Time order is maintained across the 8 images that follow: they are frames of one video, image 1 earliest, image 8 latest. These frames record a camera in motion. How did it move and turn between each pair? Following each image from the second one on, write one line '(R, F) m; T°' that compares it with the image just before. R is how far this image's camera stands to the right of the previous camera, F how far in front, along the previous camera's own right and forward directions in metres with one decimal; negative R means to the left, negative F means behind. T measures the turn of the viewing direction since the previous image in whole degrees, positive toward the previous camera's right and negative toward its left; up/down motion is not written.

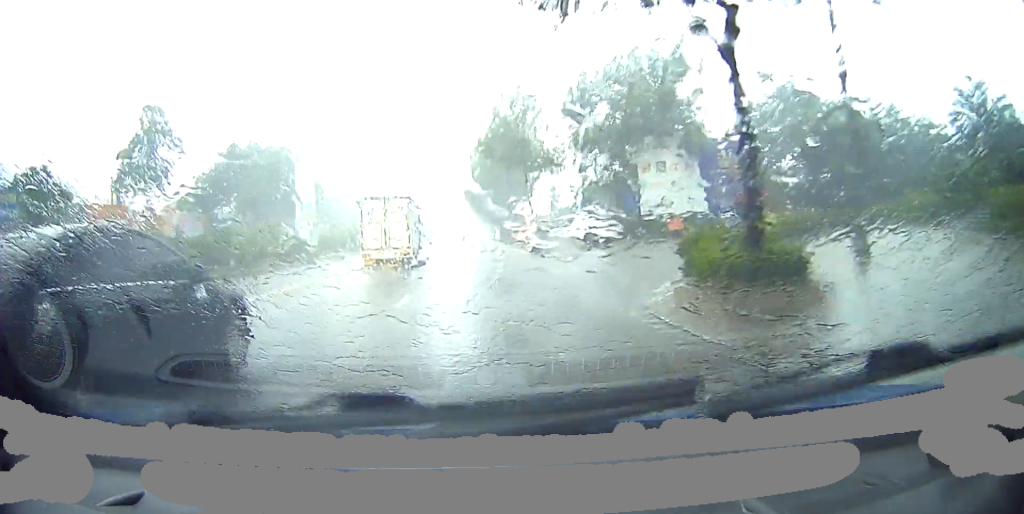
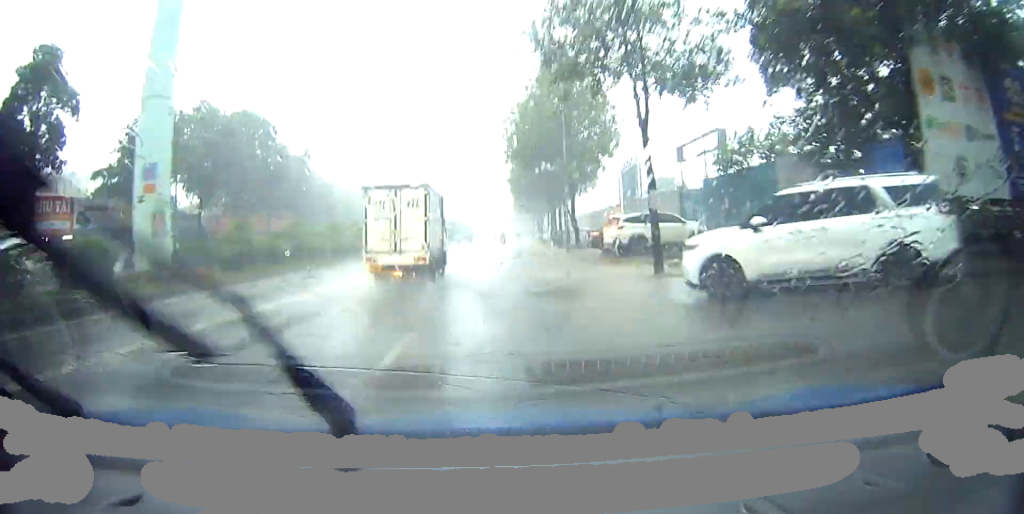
(+0.2, +18.7) m; +2°
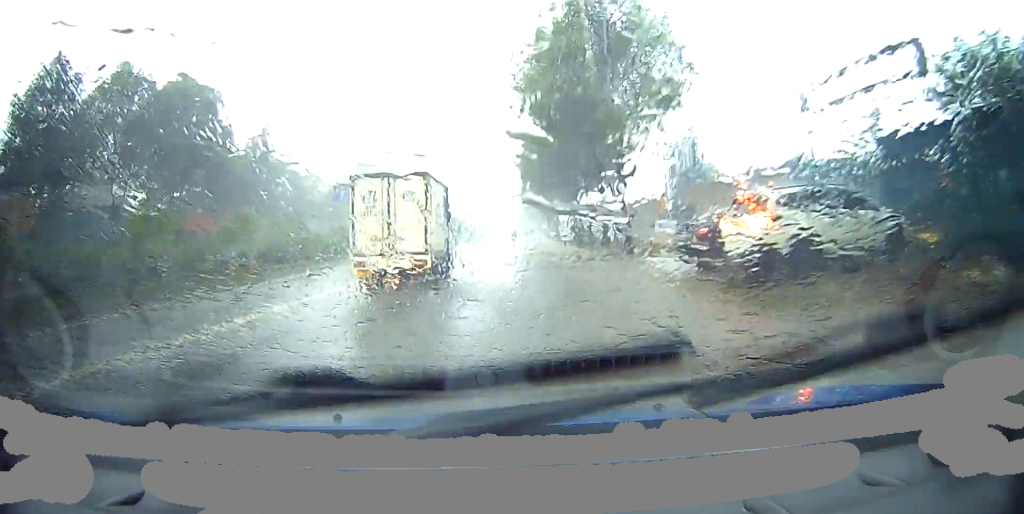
(+0.2, +11.4) m; +2°
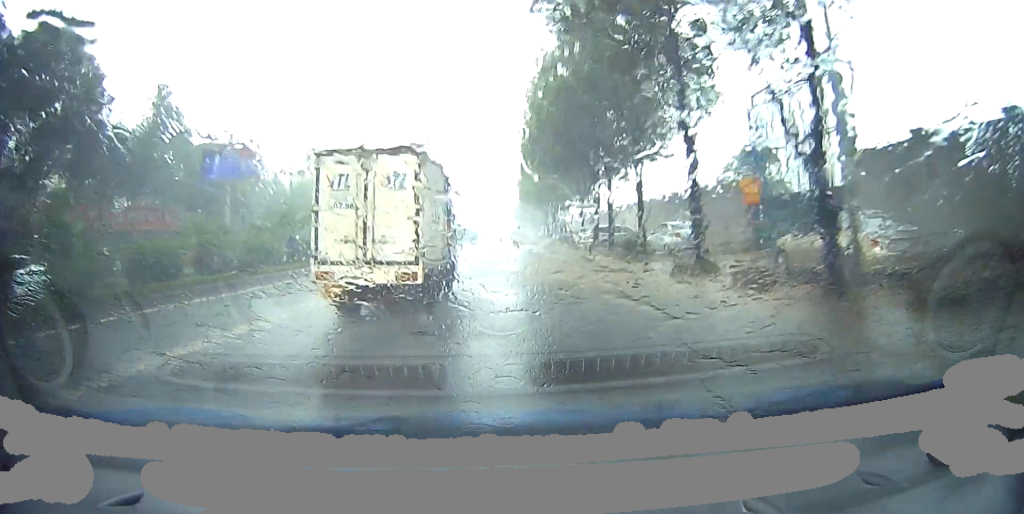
(+0.1, +13.2) m; 0°
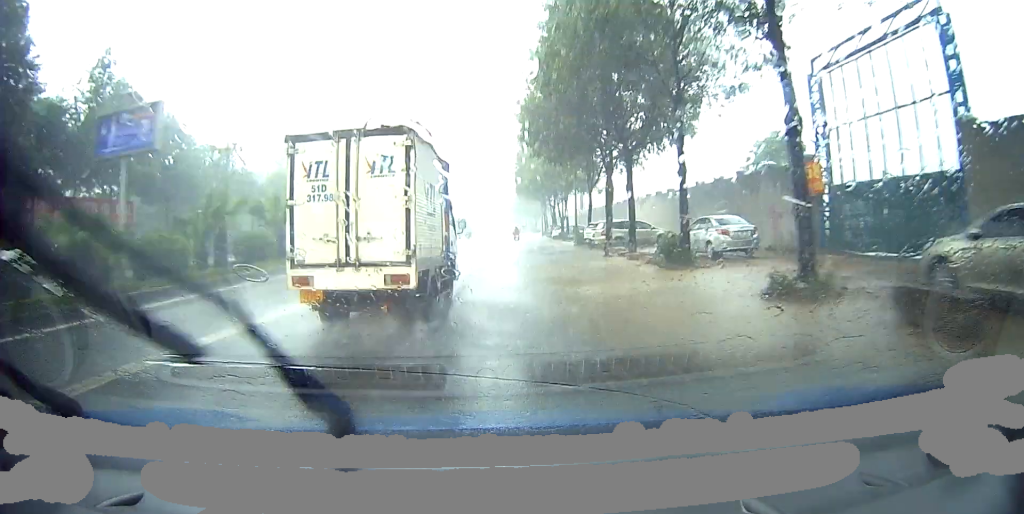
(0.0, +5.6) m; 0°
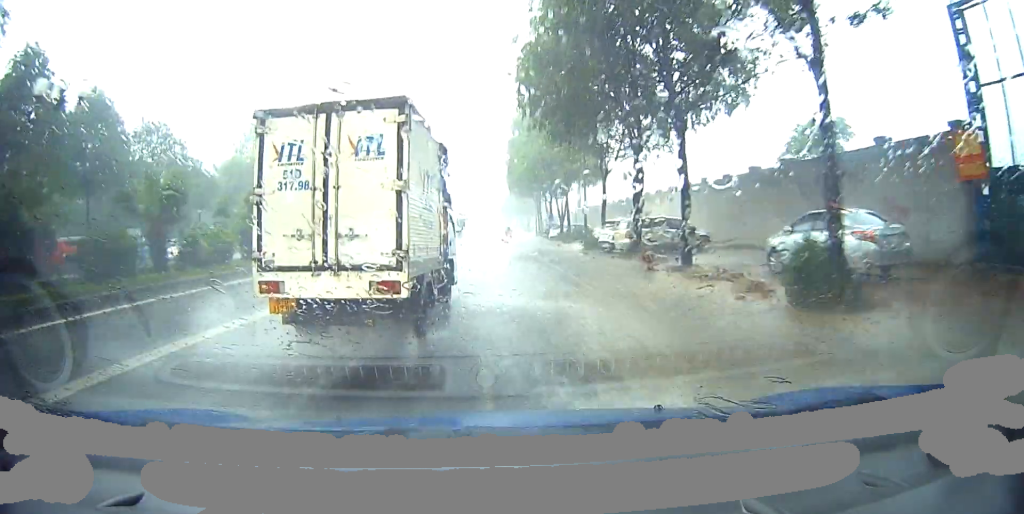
(0.0, +8.7) m; +1°
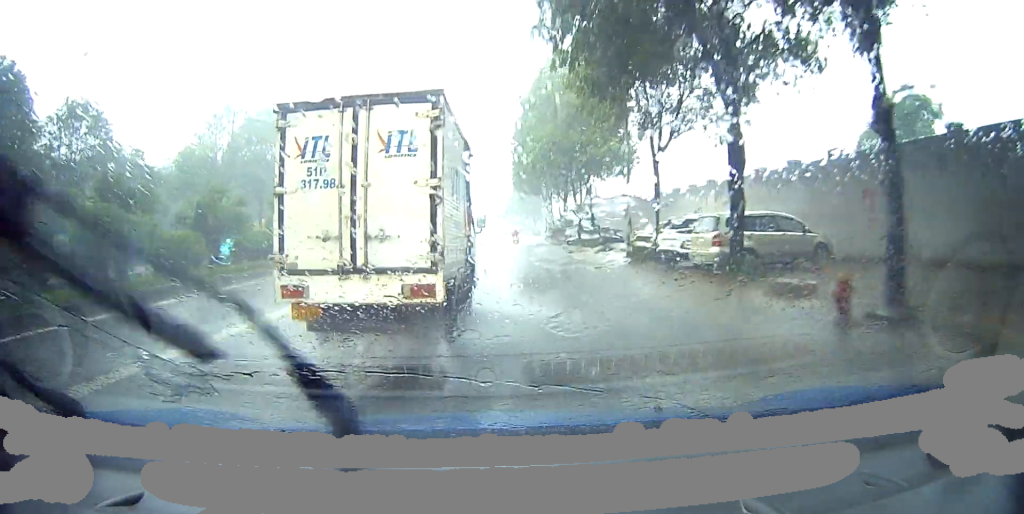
(+0.2, +10.4) m; +1°
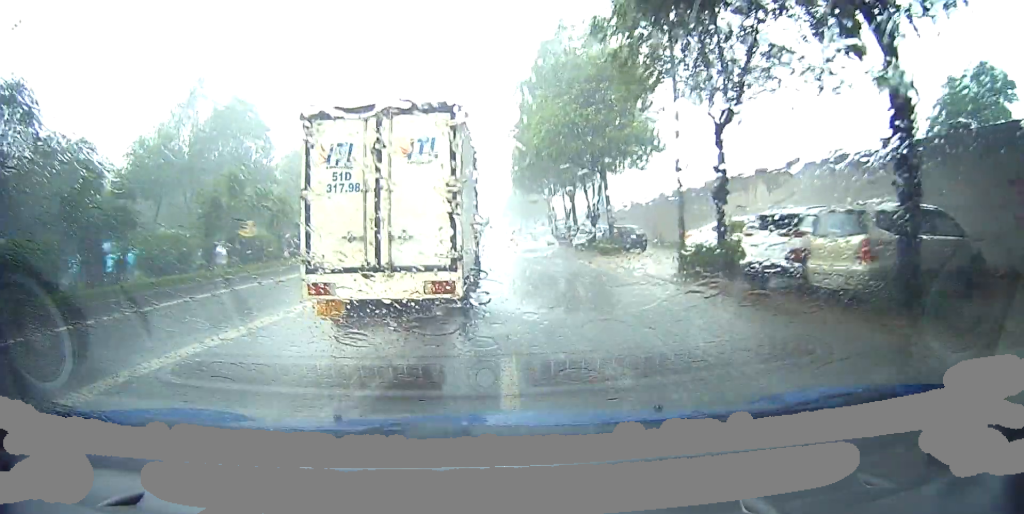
(+0.2, +8.5) m; -2°
